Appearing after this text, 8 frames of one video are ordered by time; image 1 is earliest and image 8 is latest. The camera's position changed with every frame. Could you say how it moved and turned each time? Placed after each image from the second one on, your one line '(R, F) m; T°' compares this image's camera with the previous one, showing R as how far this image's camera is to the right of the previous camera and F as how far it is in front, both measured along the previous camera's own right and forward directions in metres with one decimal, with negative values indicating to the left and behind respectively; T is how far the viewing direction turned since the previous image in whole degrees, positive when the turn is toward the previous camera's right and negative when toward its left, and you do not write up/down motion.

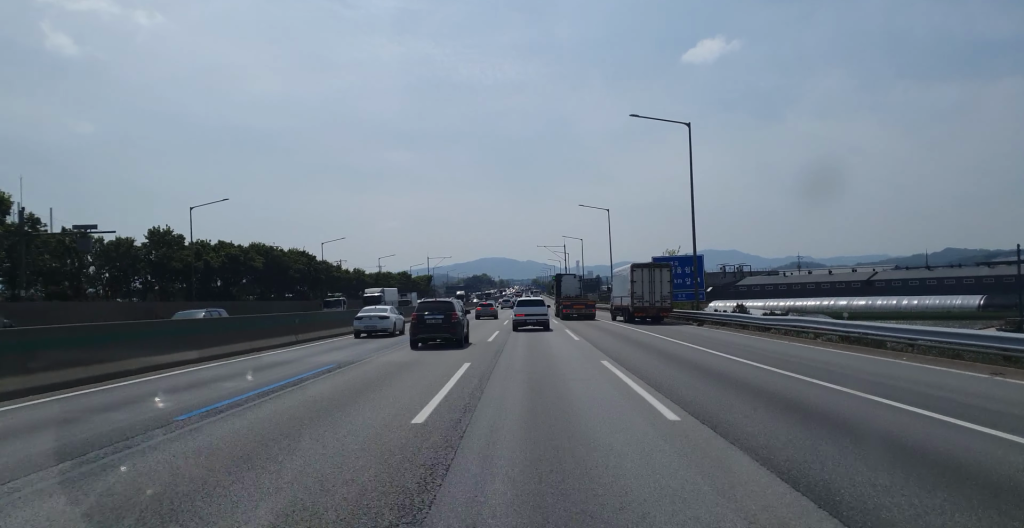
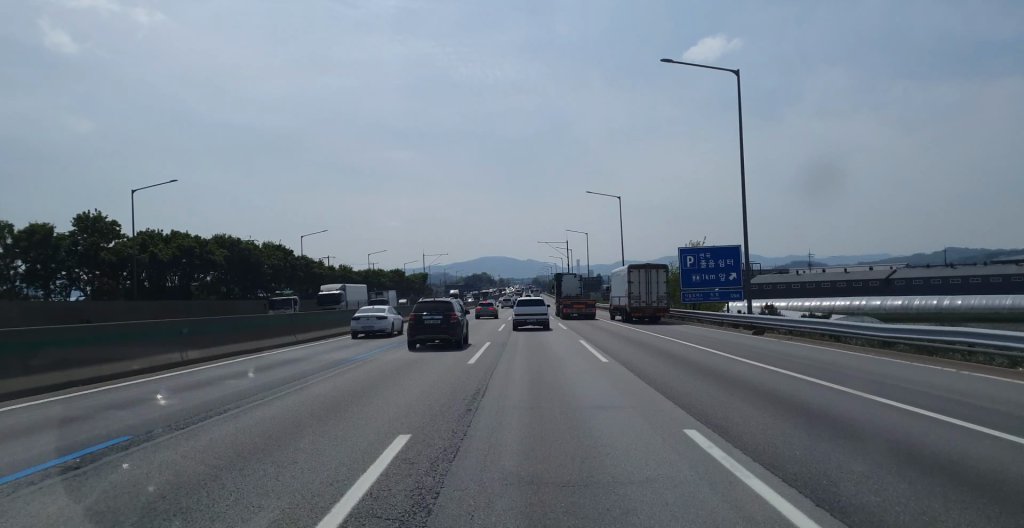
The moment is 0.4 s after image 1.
(-0.1, +10.7) m; 0°
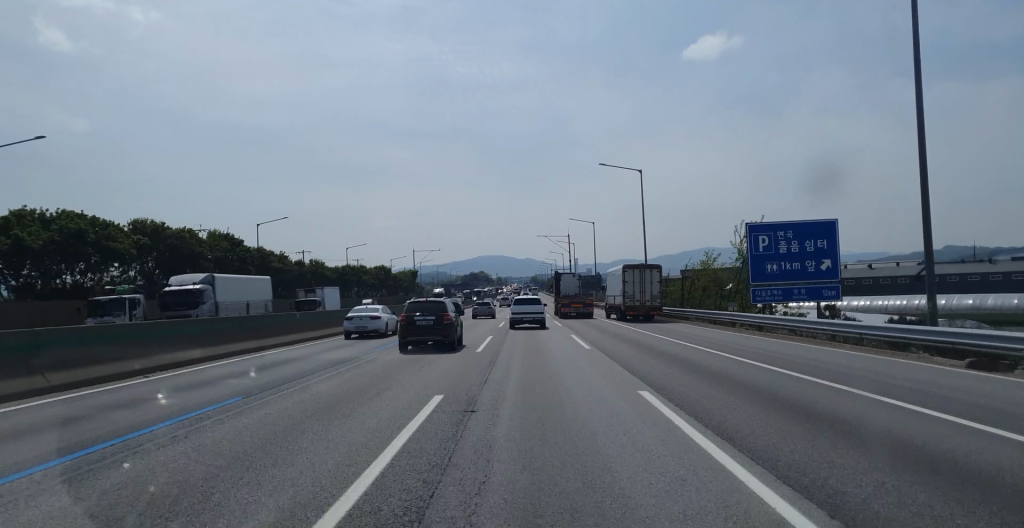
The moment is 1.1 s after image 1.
(+0.2, +16.4) m; +1°
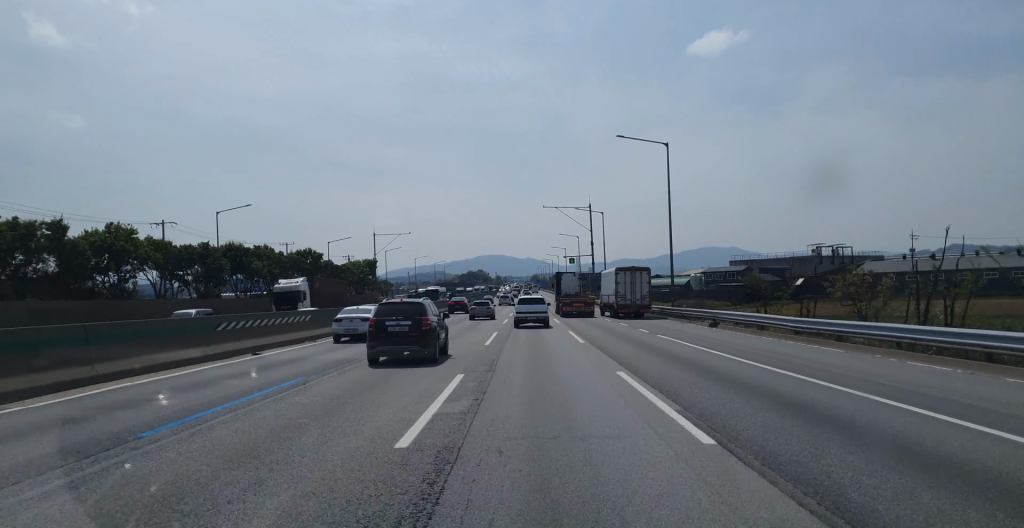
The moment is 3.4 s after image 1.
(+0.3, +56.4) m; 0°
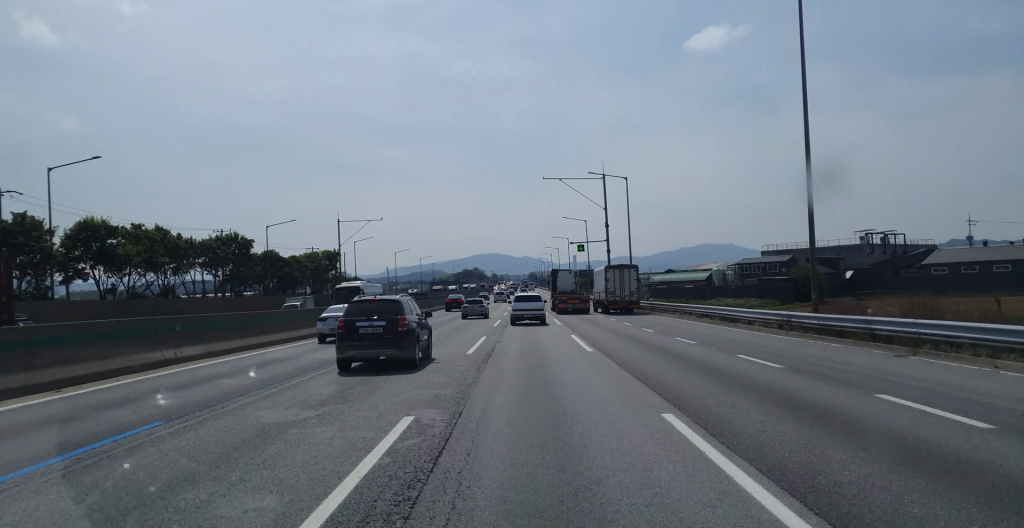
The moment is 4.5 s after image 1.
(+0.1, +26.7) m; 0°
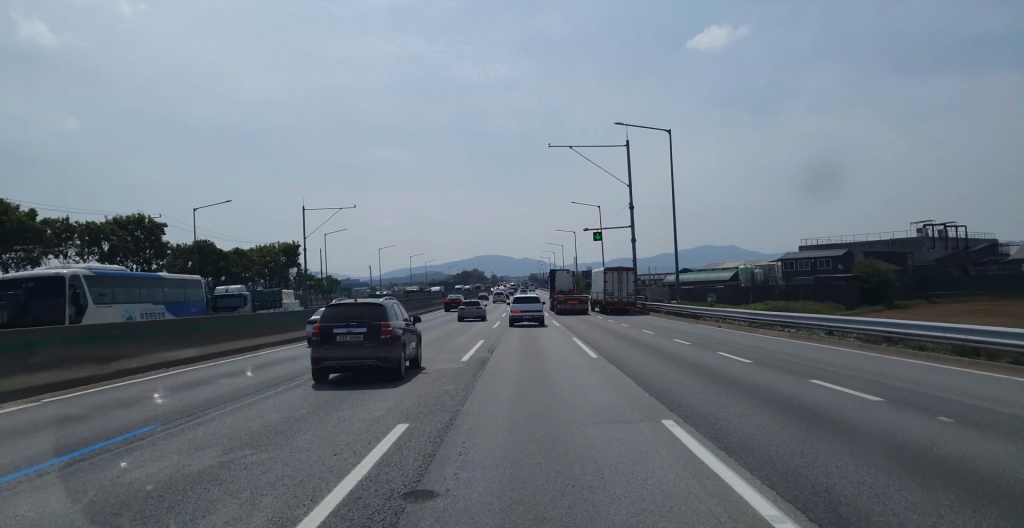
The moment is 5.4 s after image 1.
(-0.1, +21.0) m; -1°
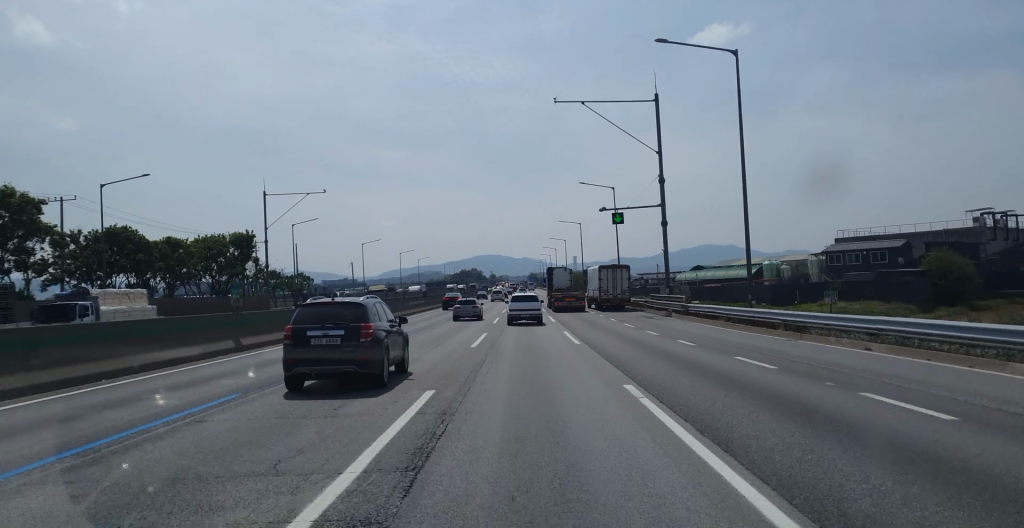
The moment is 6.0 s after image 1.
(-0.1, +15.9) m; 0°
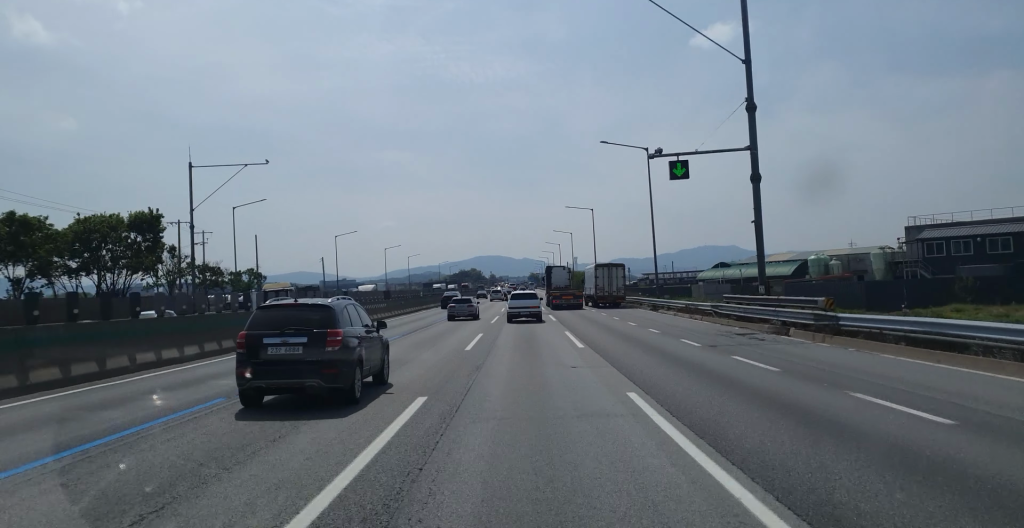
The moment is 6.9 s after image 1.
(+0.1, +21.5) m; 0°
